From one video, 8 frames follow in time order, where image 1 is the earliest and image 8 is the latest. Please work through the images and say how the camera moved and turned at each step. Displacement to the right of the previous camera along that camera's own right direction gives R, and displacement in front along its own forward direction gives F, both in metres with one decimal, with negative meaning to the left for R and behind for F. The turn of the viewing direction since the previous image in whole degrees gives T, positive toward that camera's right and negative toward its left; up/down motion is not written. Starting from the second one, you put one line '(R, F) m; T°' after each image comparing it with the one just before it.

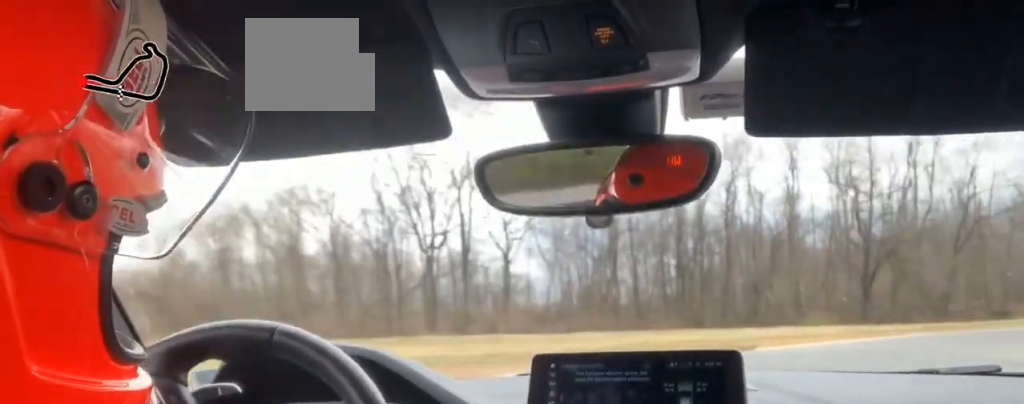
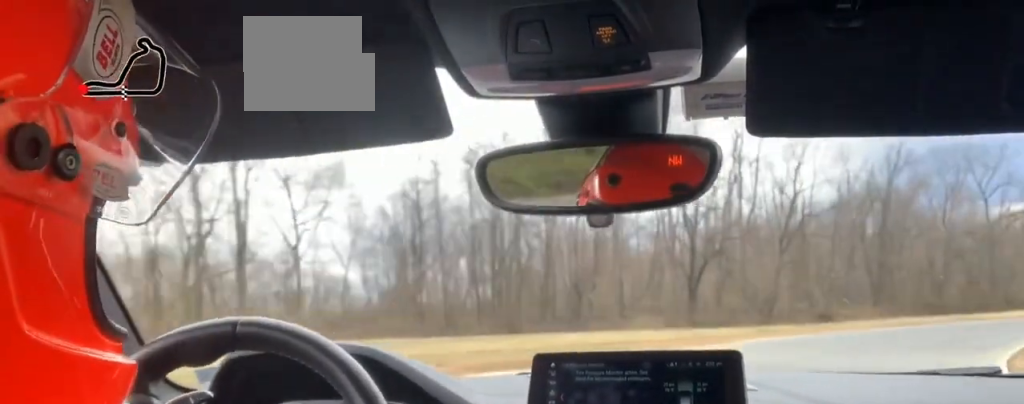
(+2.5, +7.8) m; +14°
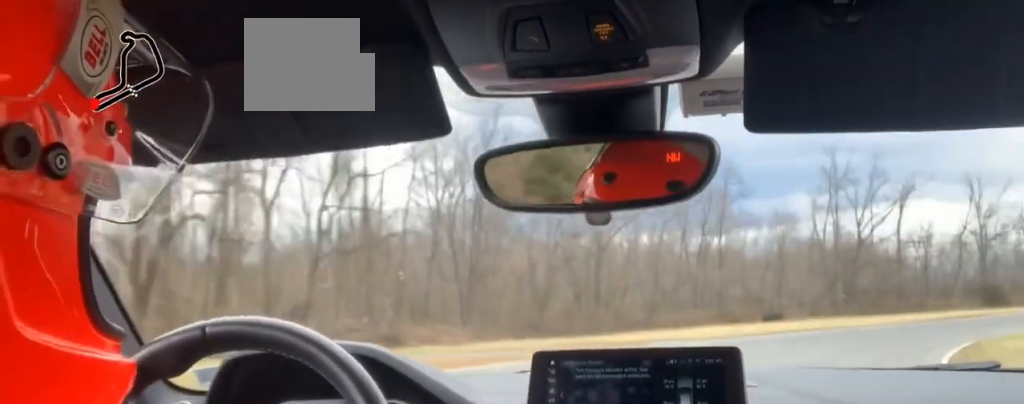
(+8.4, +28.1) m; +25°
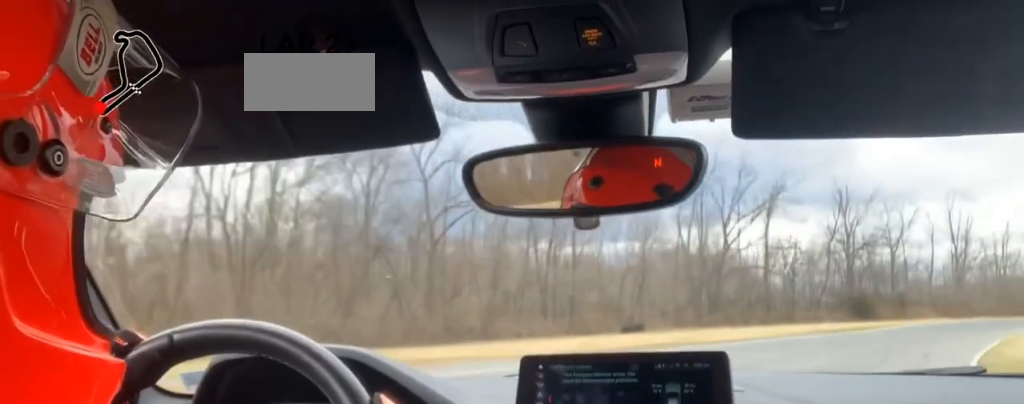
(+0.3, +14.5) m; +8°
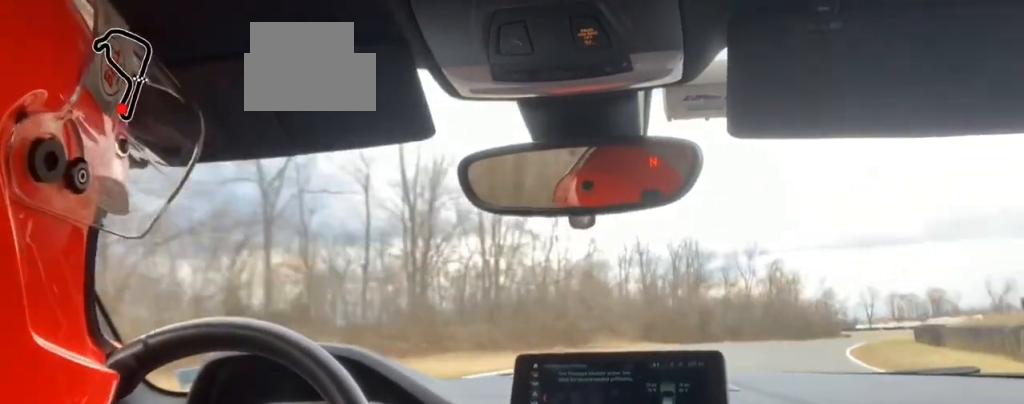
(+28.0, +82.6) m; +31°
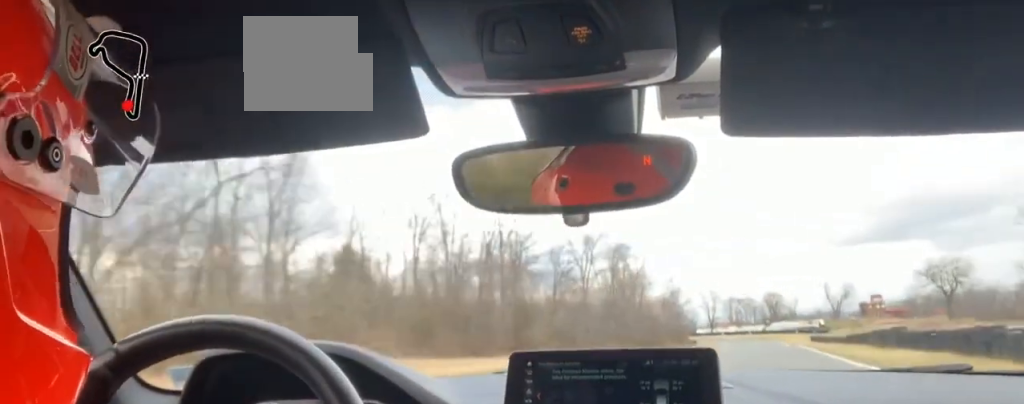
(+3.1, +41.5) m; +10°
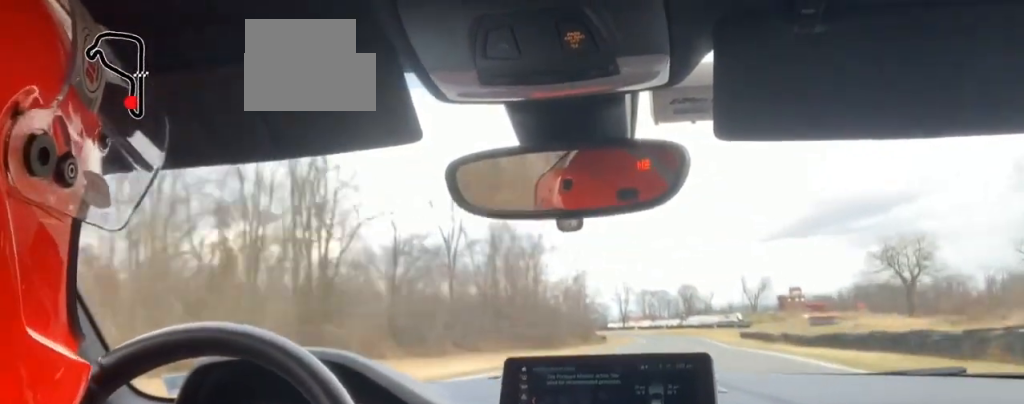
(+2.9, +35.0) m; +5°
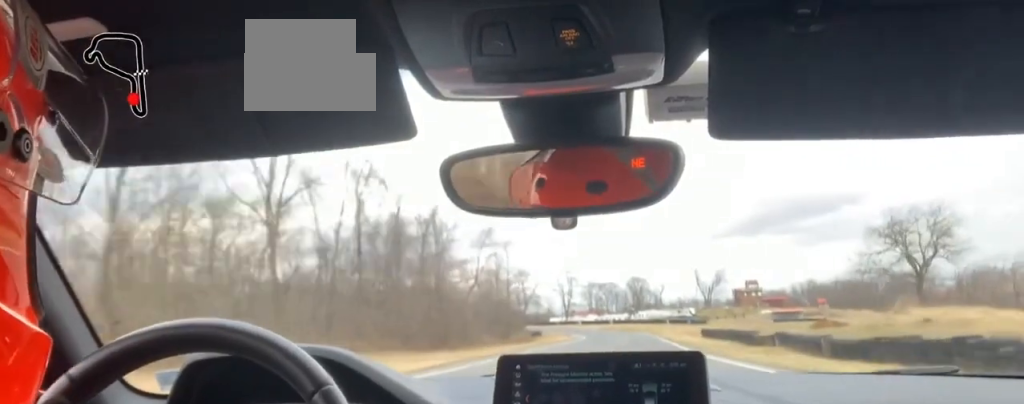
(+1.2, +32.2) m; +2°
